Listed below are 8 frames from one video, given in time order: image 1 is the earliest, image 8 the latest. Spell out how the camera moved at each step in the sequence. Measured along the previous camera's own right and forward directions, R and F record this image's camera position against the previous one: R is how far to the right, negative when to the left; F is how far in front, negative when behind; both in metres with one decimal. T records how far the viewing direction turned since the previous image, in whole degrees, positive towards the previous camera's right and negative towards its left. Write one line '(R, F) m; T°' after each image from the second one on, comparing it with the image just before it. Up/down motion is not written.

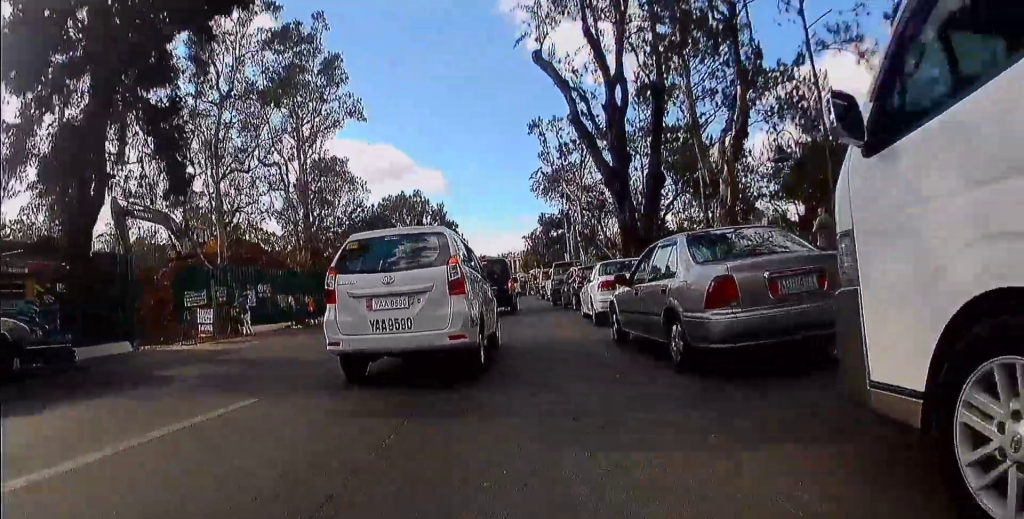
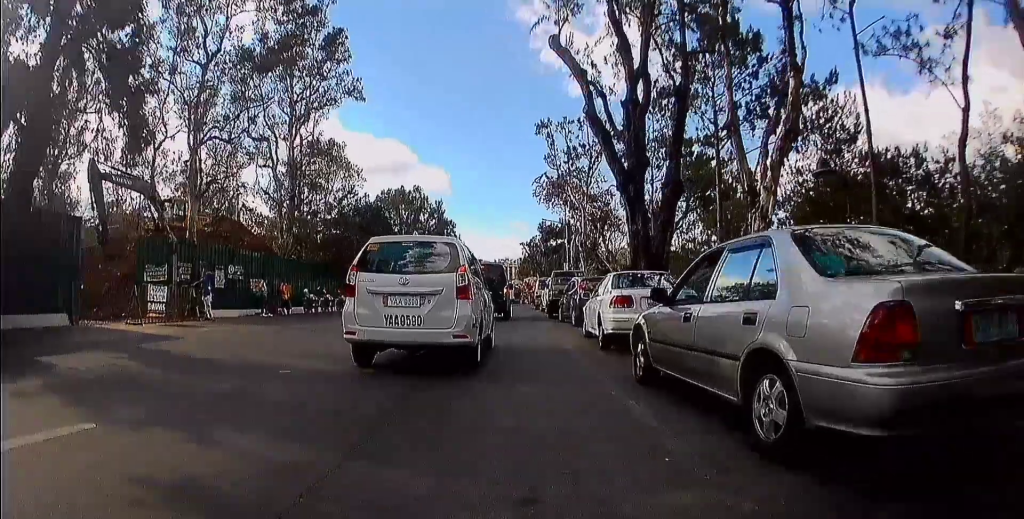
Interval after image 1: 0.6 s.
(0.0, +2.1) m; +3°
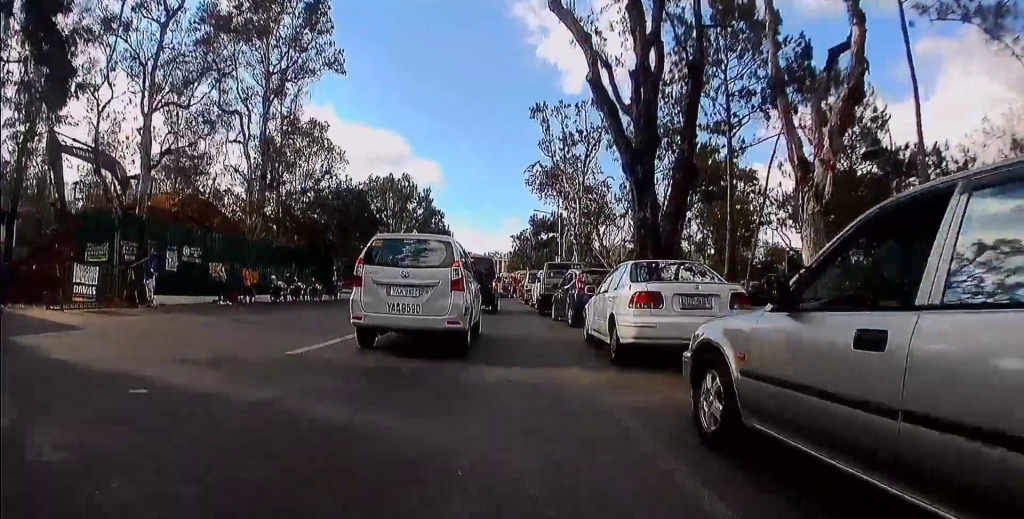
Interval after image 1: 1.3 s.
(+0.1, +2.2) m; +4°
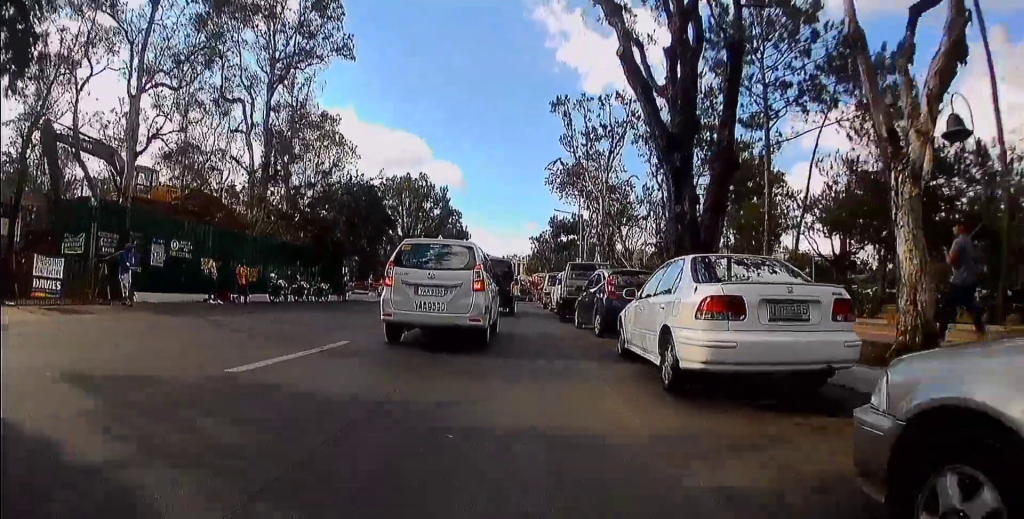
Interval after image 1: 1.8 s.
(0.0, +1.8) m; +3°
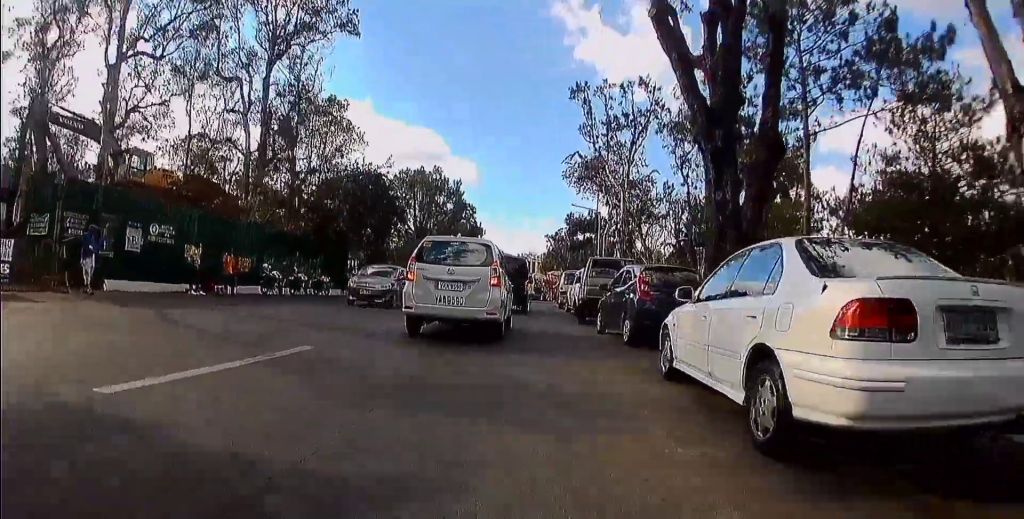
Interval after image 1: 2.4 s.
(+0.1, +1.8) m; +2°
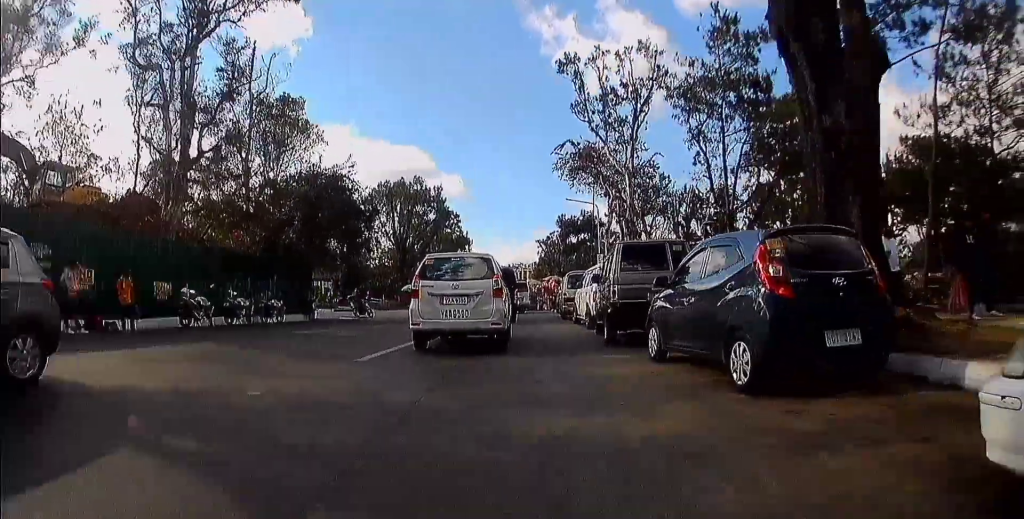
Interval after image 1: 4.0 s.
(0.0, +4.1) m; -1°
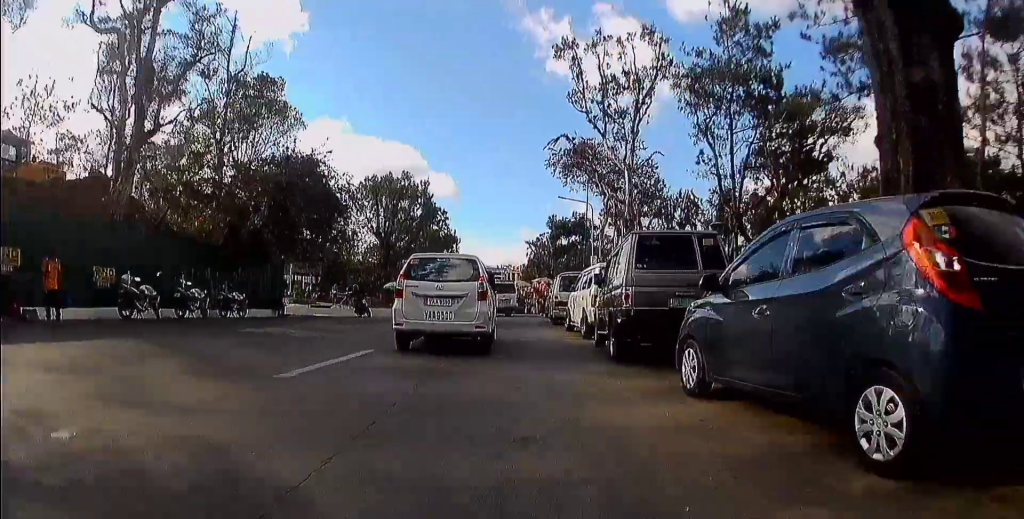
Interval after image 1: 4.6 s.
(0.0, +1.6) m; -1°
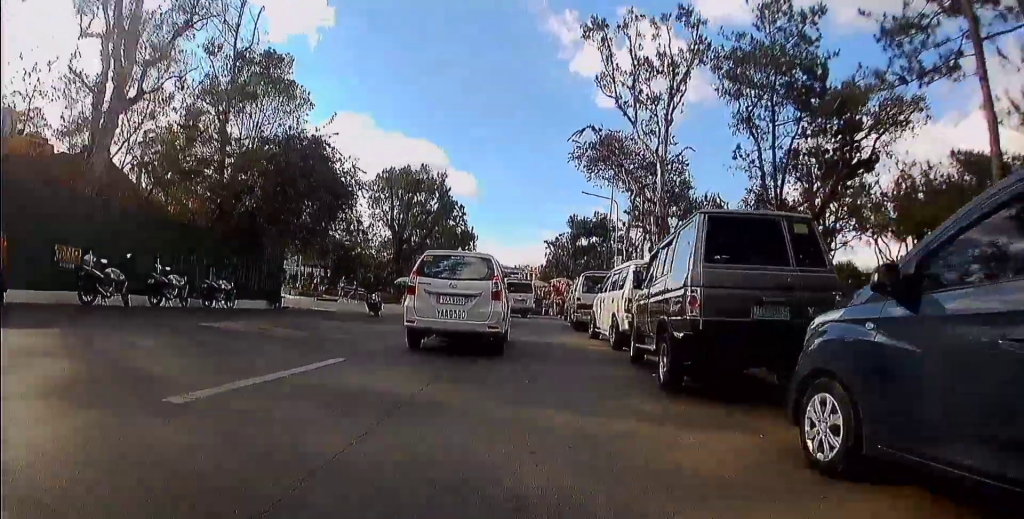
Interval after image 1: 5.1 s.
(0.0, +1.7) m; -2°
